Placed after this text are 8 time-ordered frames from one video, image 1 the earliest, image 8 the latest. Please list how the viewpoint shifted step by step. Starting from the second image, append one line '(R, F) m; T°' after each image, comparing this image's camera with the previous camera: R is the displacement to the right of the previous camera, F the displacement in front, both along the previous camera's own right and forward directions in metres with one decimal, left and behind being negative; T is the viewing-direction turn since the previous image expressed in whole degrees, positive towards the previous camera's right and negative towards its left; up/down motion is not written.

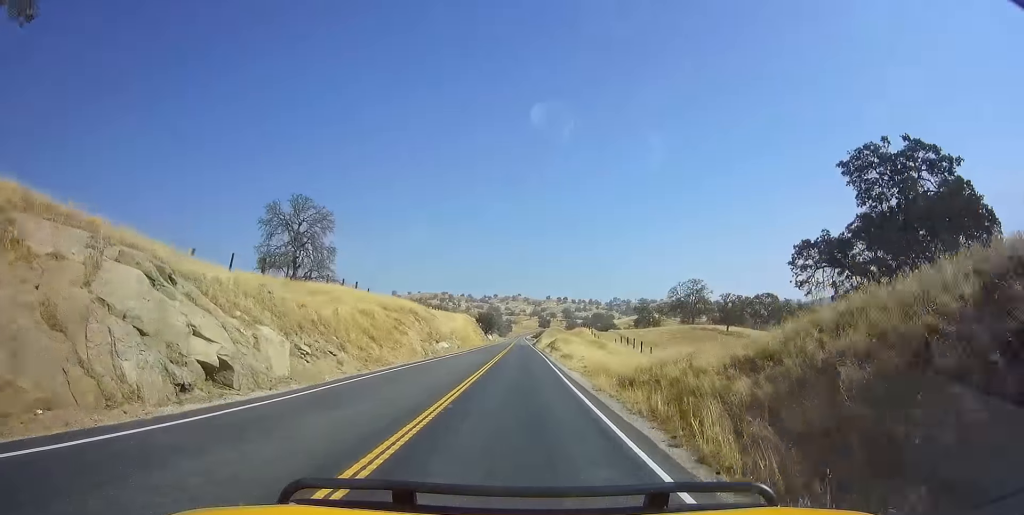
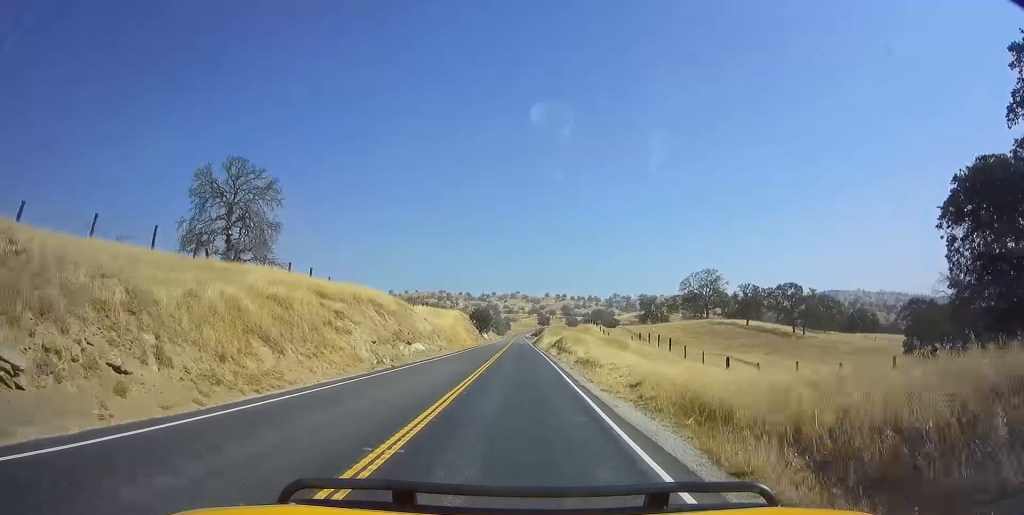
(-0.3, +12.2) m; 0°
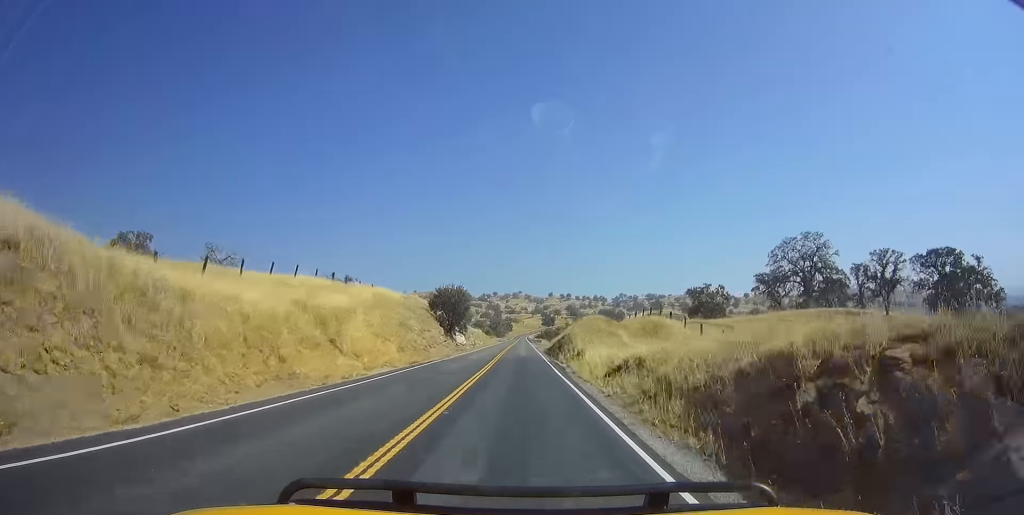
(+1.2, +47.2) m; +1°
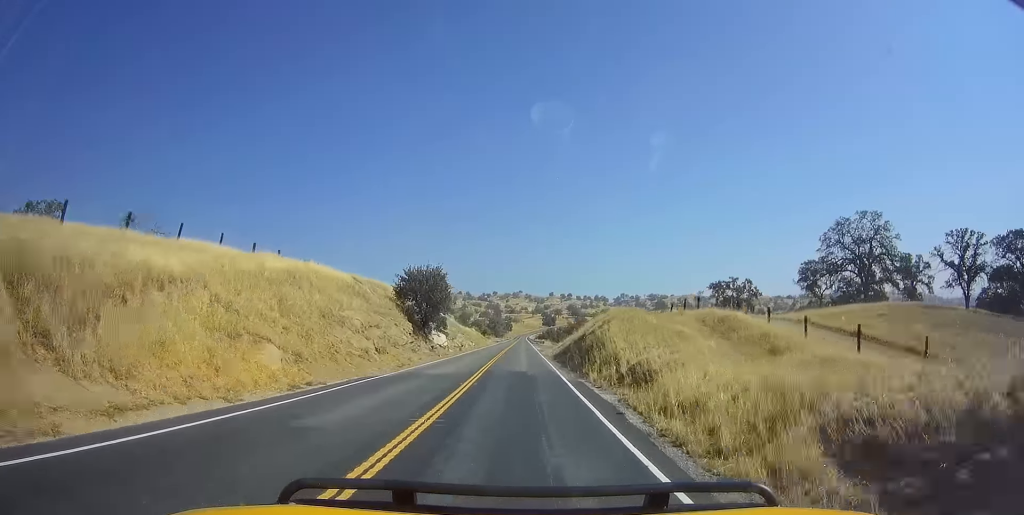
(0.0, +15.8) m; -1°
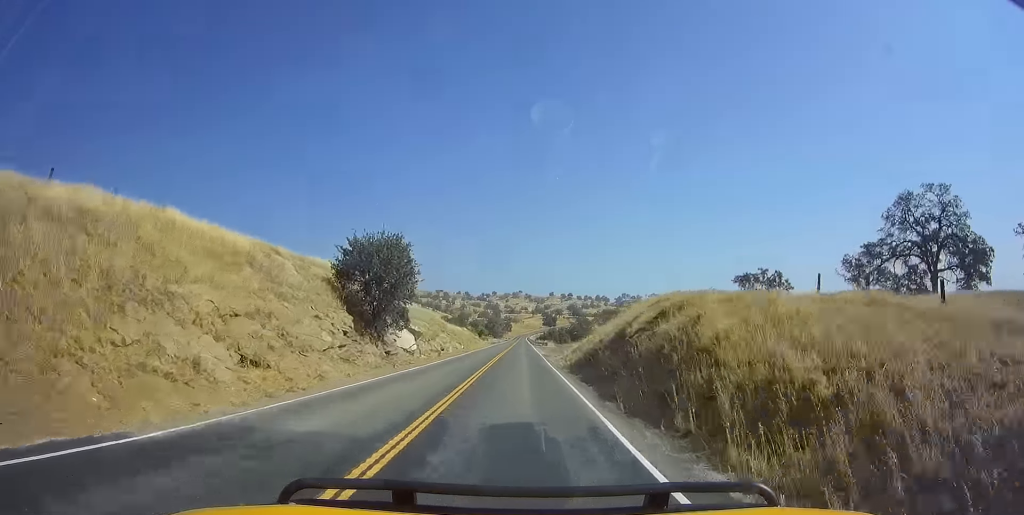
(+0.2, +14.0) m; -1°
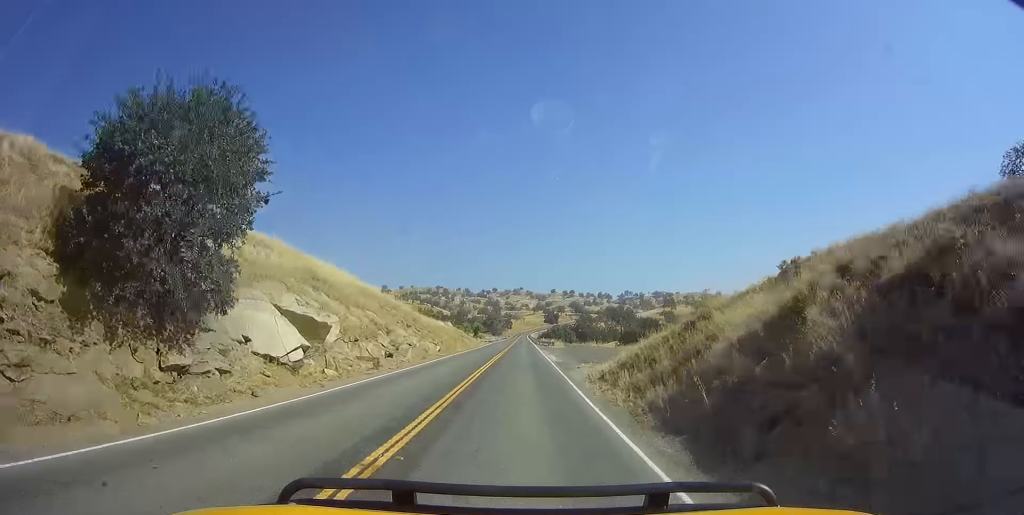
(-0.5, +18.4) m; 0°
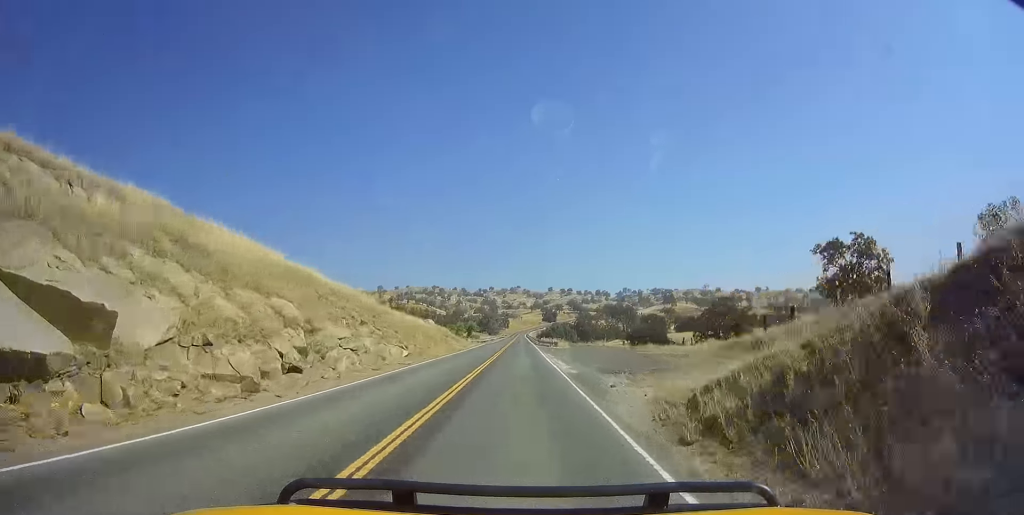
(-0.2, +11.4) m; 0°
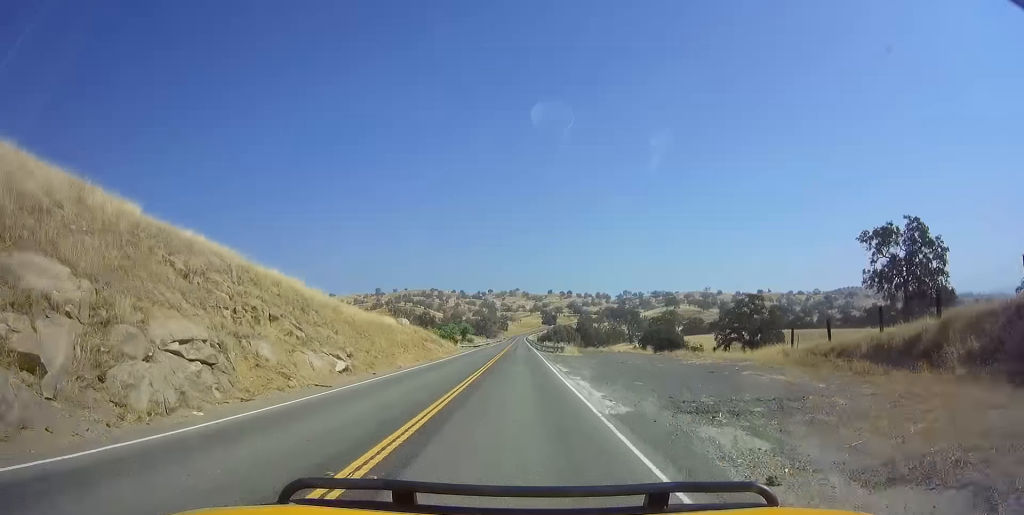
(+0.3, +11.4) m; +1°
